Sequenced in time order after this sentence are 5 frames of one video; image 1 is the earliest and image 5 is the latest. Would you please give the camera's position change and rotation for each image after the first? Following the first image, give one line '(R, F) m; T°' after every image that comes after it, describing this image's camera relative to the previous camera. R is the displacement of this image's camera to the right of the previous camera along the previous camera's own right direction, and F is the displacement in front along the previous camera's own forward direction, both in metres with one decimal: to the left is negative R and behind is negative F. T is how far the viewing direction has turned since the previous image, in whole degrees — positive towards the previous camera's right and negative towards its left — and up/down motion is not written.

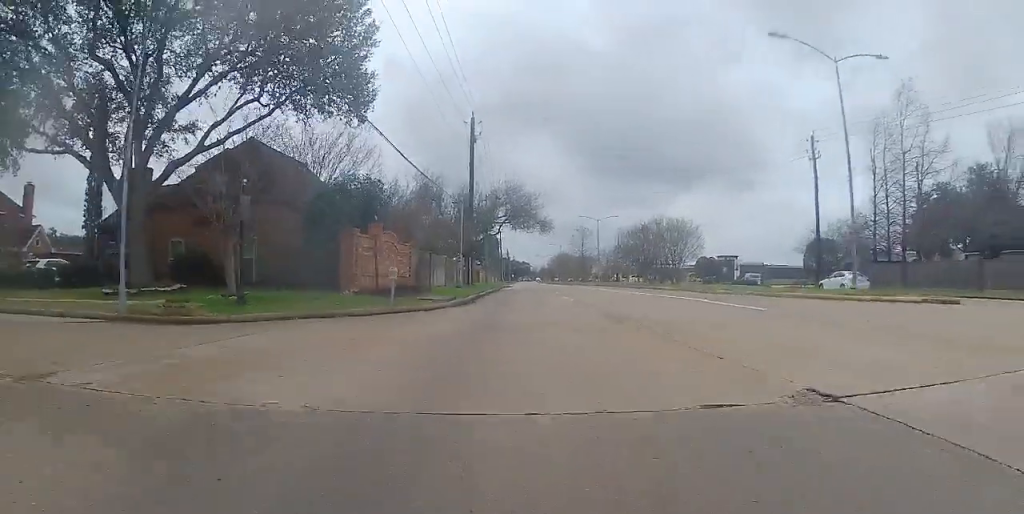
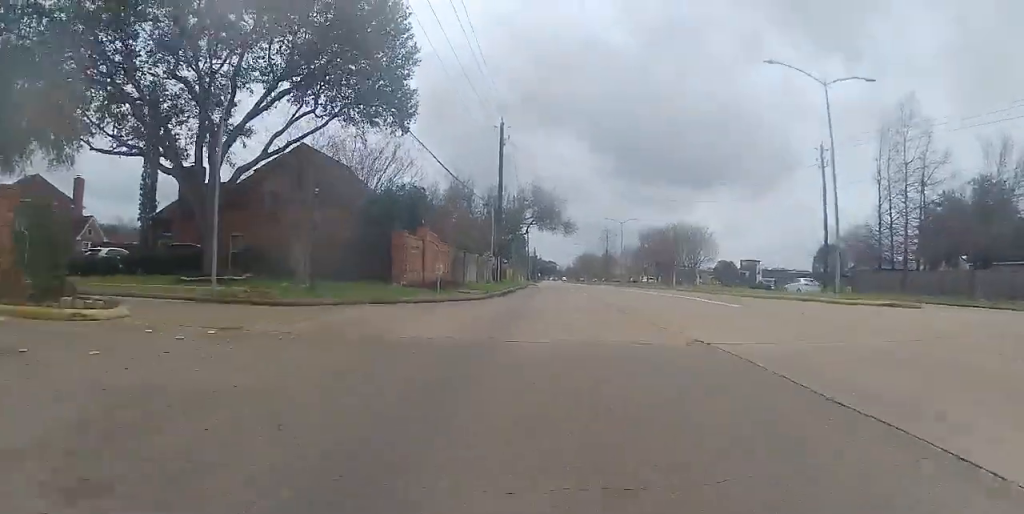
(0.0, +3.6) m; 0°
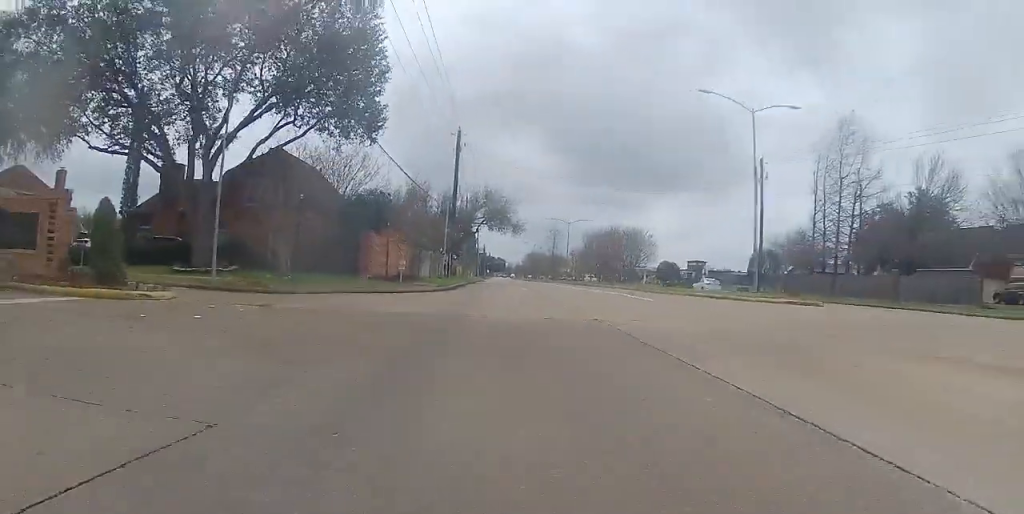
(0.0, +3.8) m; -1°
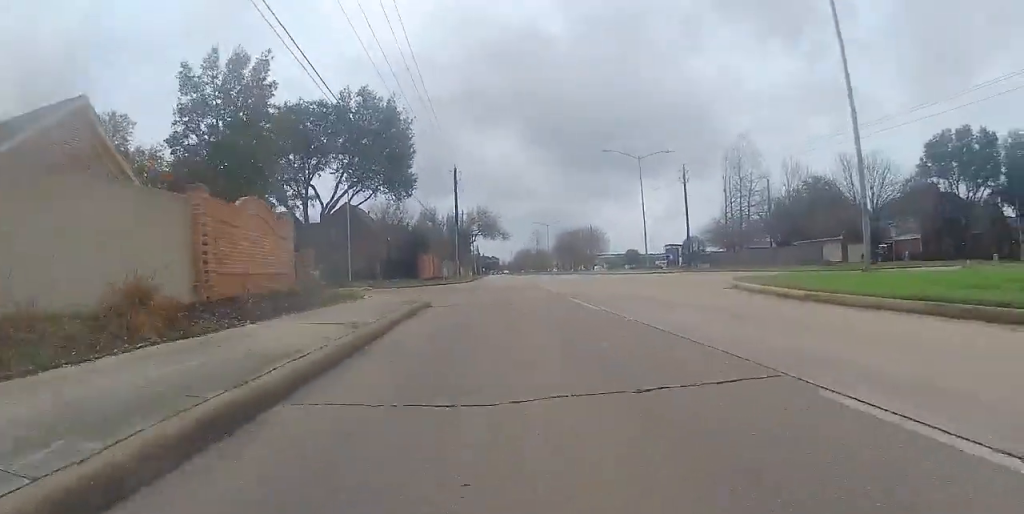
(-0.1, +23.4) m; +1°
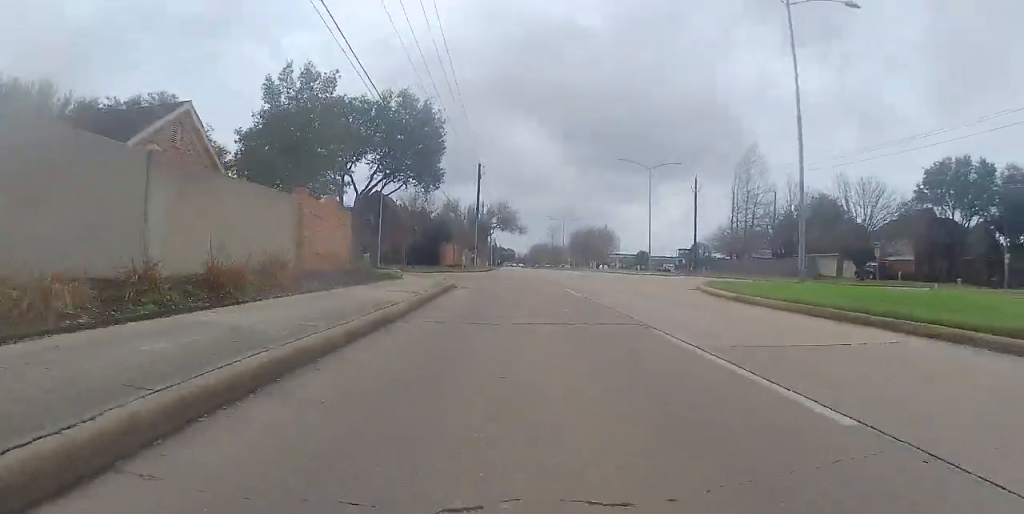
(0.0, +4.6) m; 0°
